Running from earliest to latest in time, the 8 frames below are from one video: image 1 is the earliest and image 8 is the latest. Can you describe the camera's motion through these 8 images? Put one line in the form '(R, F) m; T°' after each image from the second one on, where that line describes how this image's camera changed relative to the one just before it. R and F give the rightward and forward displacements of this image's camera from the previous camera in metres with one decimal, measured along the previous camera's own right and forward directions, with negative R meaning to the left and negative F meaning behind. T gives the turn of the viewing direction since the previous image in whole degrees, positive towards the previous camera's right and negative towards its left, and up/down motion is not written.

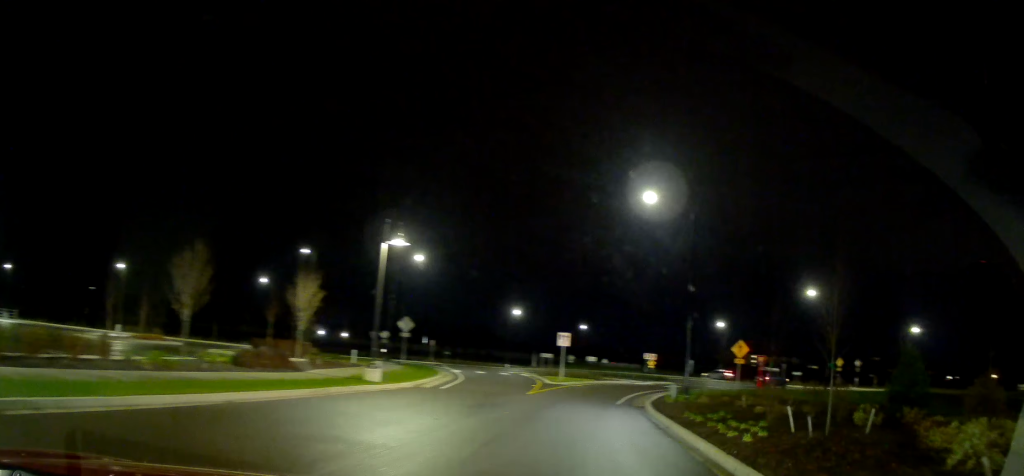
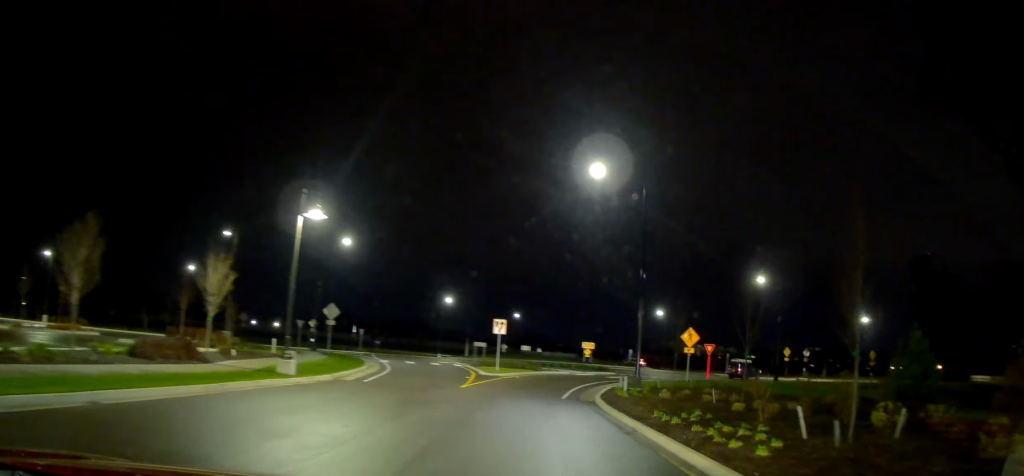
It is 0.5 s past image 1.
(+0.2, +2.2) m; +9°
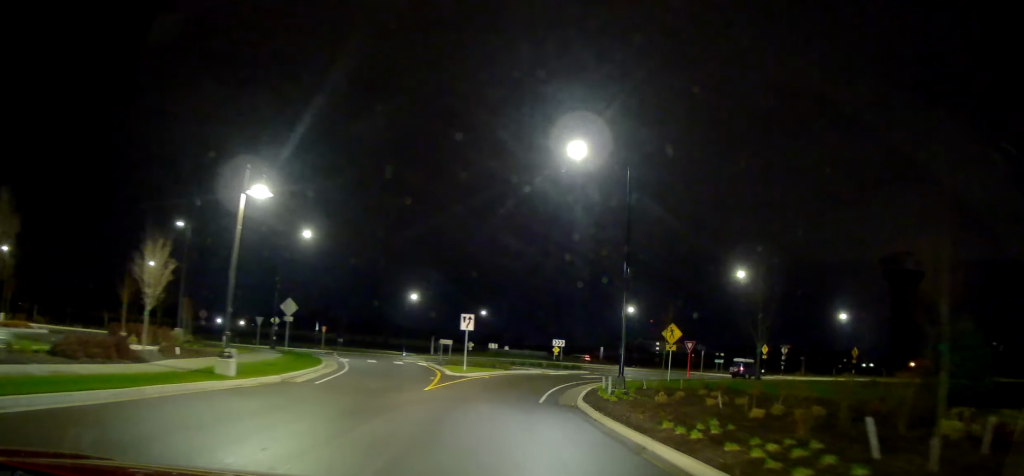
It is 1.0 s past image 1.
(-0.1, +2.0) m; +5°
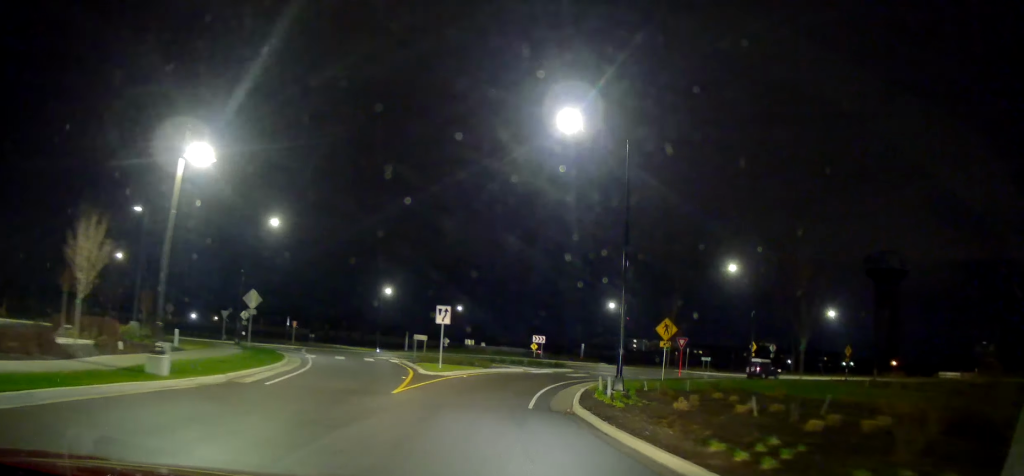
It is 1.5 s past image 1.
(+0.1, +2.5) m; +5°
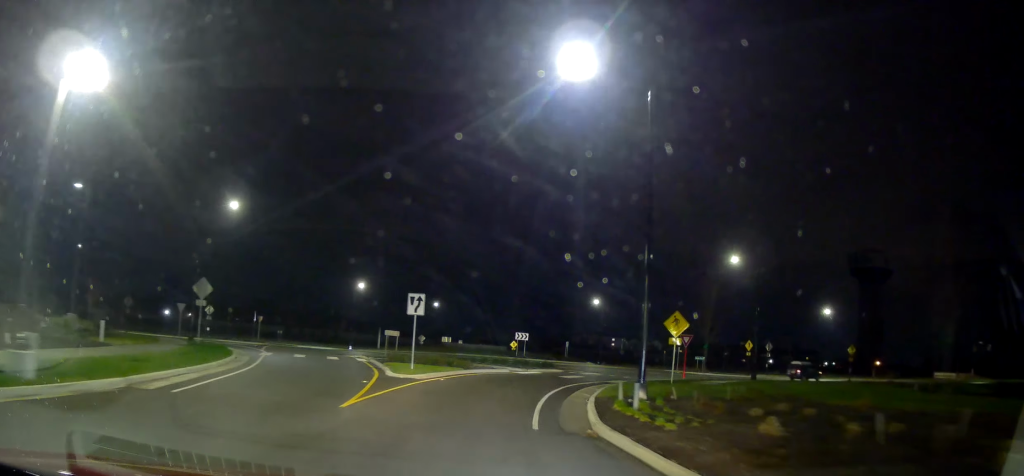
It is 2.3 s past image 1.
(+0.4, +4.3) m; +7°
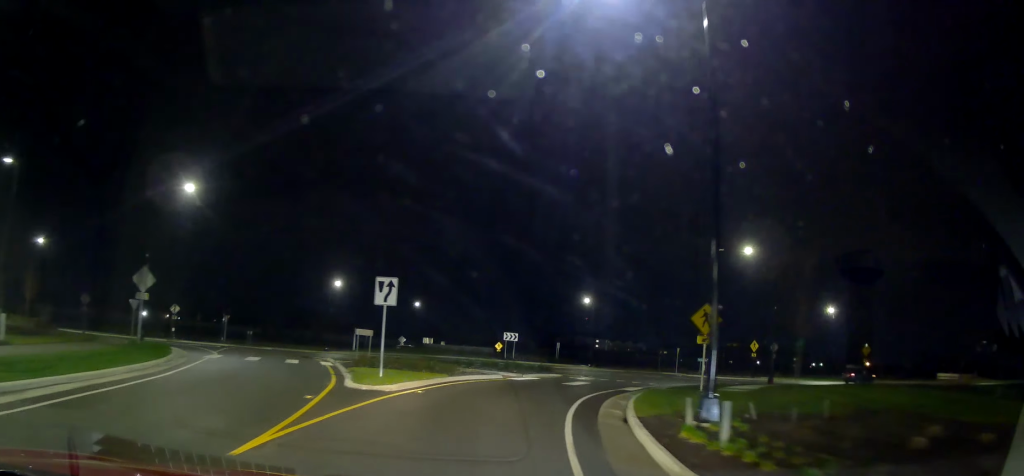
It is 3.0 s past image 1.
(+0.1, +4.9) m; -1°
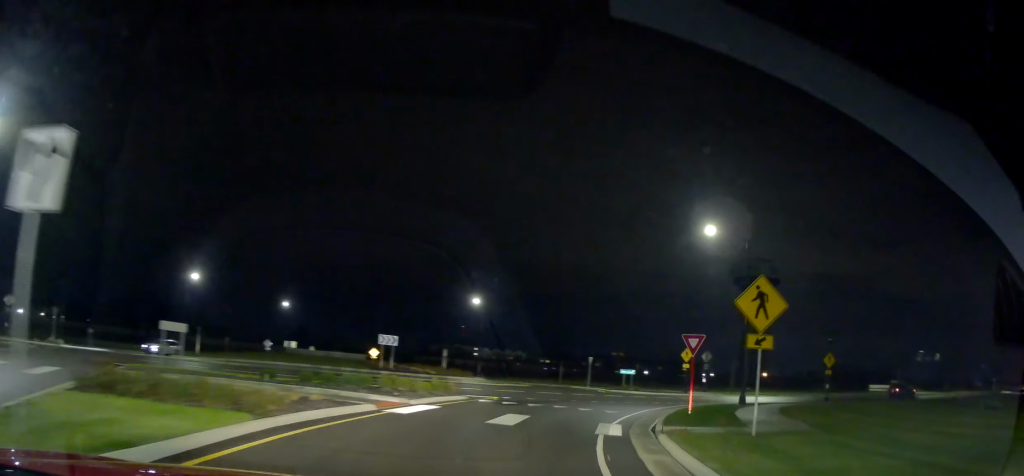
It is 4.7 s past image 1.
(+0.2, +11.5) m; +5°
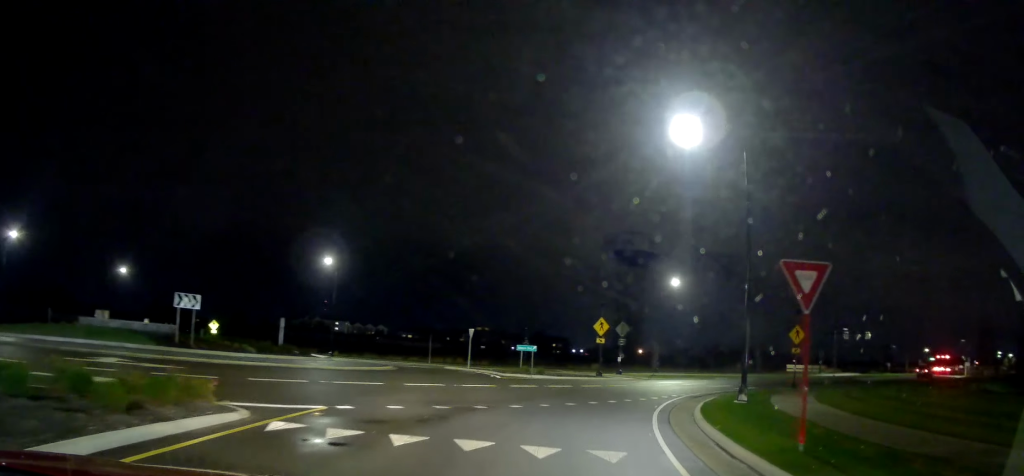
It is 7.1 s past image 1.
(+2.1, +15.9) m; +24°
